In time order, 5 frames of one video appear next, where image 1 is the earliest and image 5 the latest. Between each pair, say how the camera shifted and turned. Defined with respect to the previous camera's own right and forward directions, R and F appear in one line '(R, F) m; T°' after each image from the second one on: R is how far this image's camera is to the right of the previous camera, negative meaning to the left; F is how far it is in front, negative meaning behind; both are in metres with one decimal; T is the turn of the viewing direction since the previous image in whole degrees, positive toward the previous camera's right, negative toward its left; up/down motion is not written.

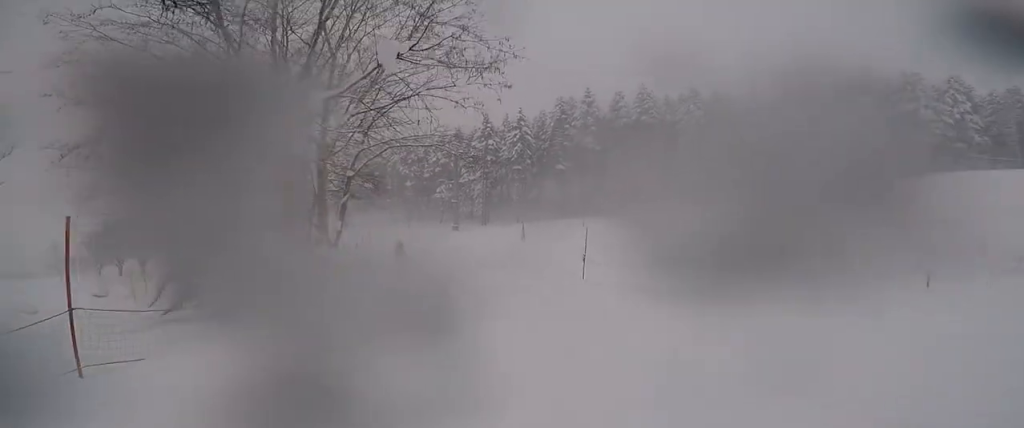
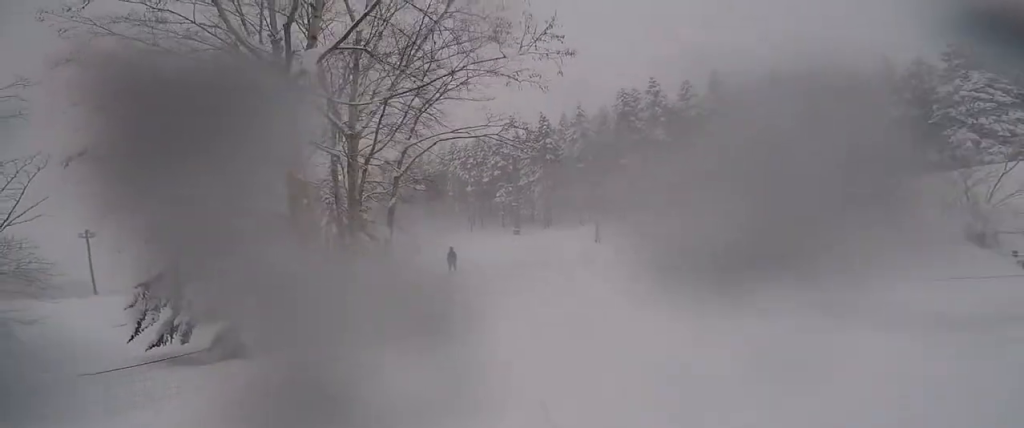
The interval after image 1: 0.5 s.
(0.0, +3.2) m; -1°
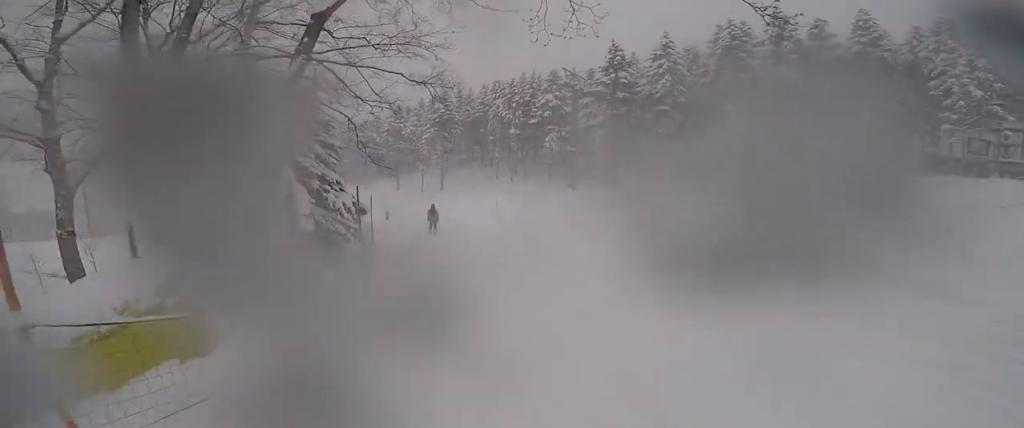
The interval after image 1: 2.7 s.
(-1.1, +11.5) m; -12°
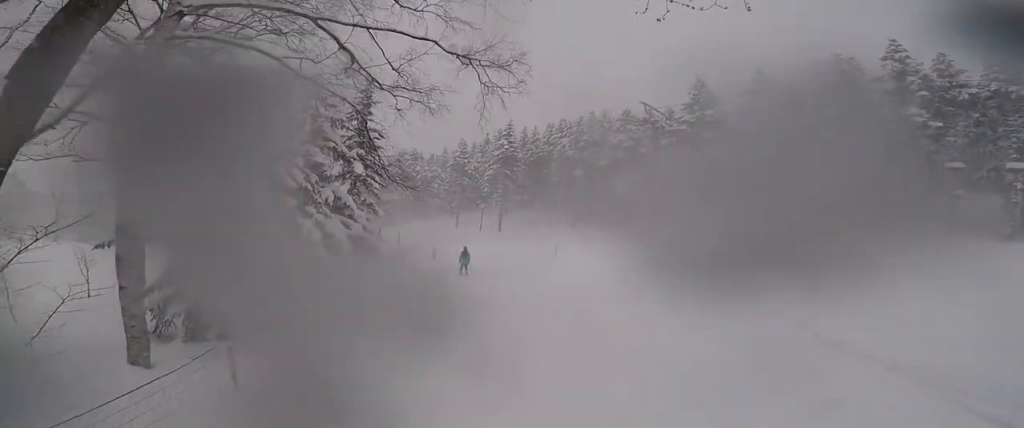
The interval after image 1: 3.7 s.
(0.0, +4.6) m; -4°
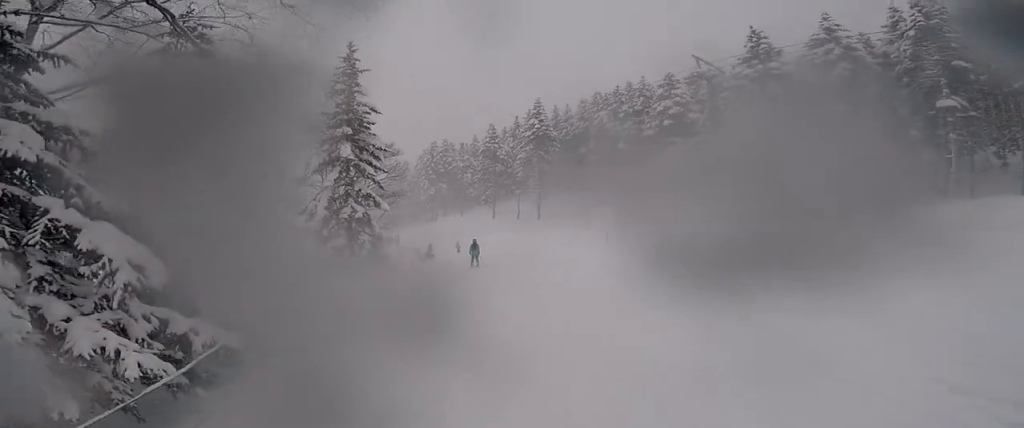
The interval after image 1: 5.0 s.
(-0.6, +4.9) m; -4°
